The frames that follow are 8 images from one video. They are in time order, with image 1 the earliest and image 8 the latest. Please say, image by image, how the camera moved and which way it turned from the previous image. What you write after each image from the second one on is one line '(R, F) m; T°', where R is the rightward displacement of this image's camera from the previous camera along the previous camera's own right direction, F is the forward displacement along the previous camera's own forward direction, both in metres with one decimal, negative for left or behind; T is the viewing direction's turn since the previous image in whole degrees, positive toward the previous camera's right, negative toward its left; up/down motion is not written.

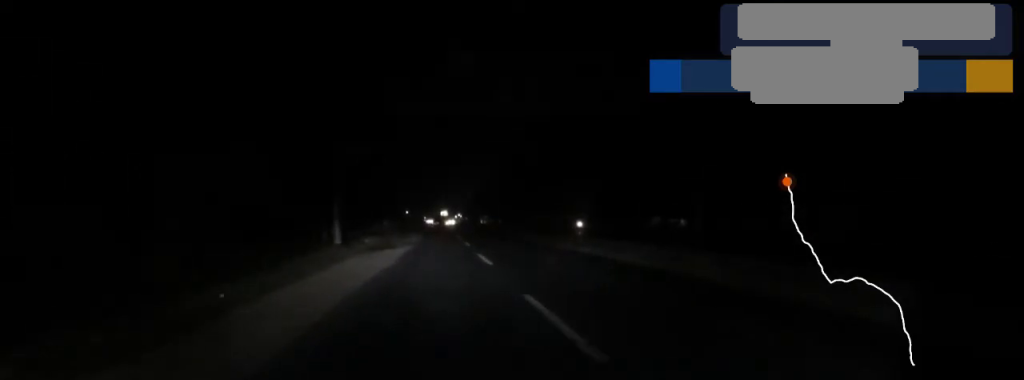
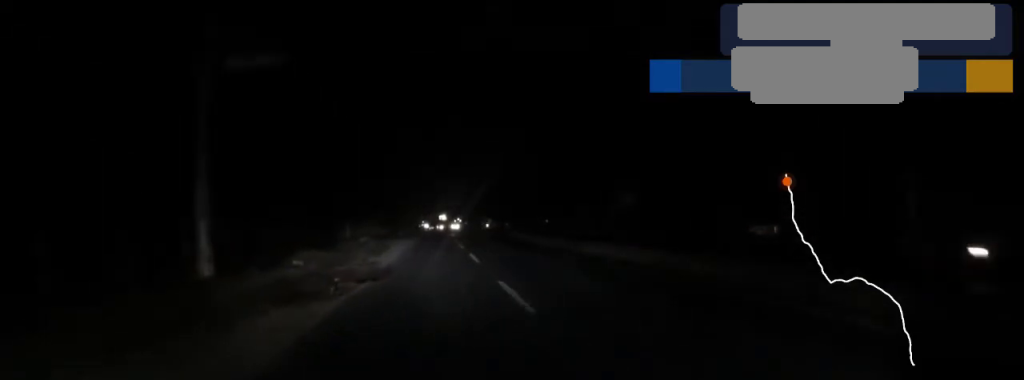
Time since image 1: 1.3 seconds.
(-1.2, +13.5) m; 0°
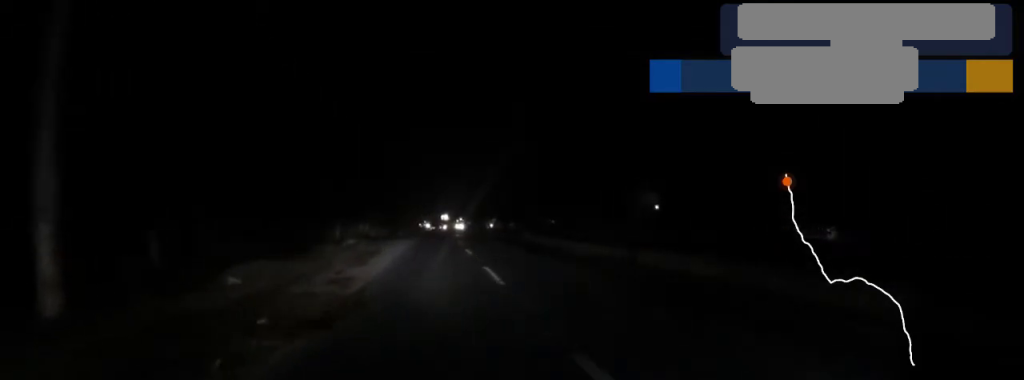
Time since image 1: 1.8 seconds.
(+0.4, +4.7) m; +3°
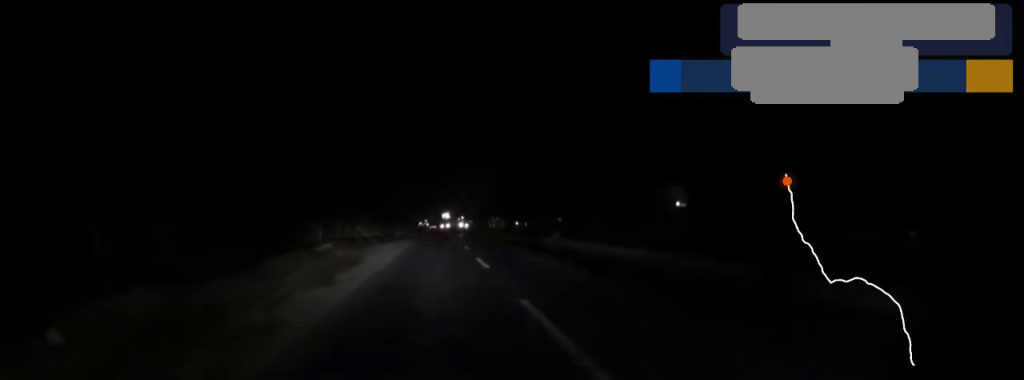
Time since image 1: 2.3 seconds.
(+0.2, +5.0) m; +1°
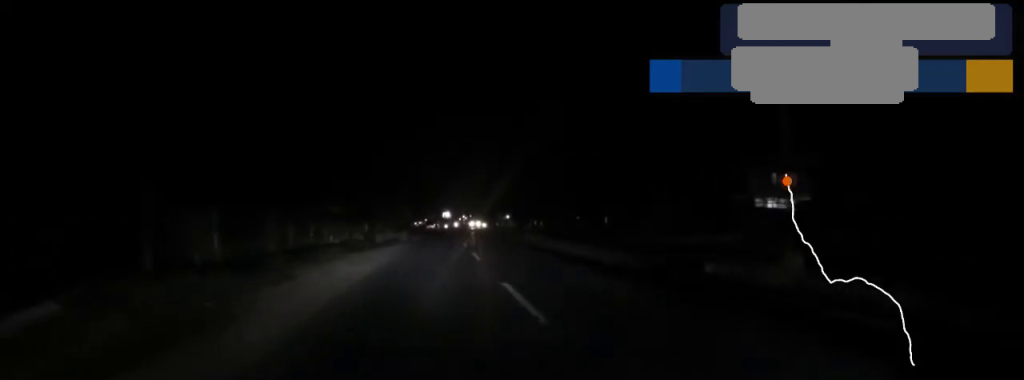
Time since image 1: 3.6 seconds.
(-1.0, +13.4) m; -5°
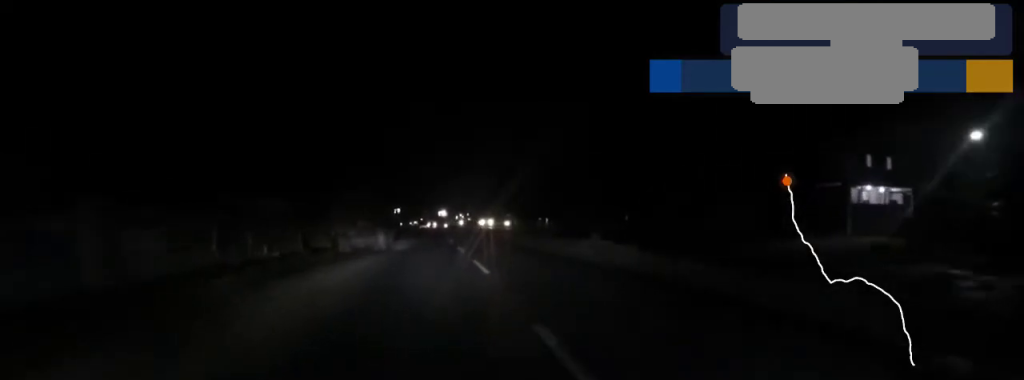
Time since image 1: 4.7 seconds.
(+0.4, +11.2) m; 0°
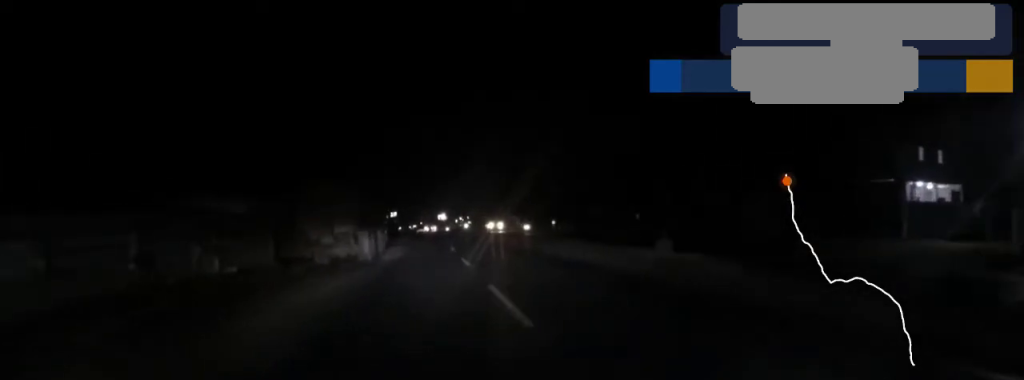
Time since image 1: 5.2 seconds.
(+0.4, +4.7) m; 0°
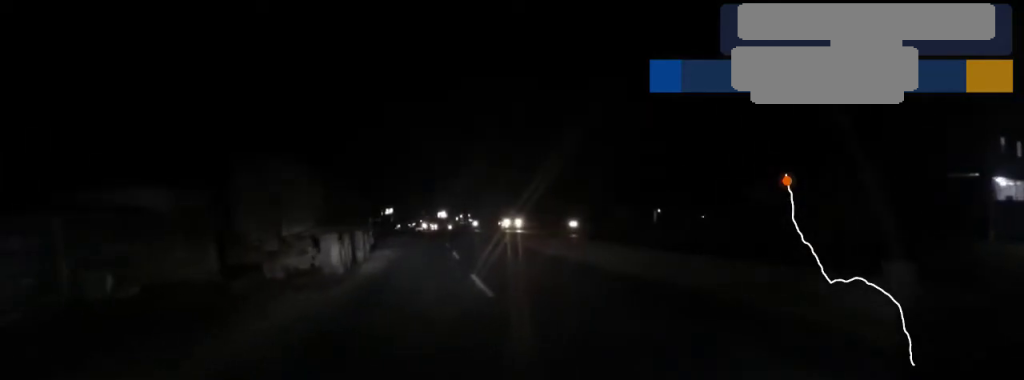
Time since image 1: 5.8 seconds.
(-0.9, +5.6) m; 0°
